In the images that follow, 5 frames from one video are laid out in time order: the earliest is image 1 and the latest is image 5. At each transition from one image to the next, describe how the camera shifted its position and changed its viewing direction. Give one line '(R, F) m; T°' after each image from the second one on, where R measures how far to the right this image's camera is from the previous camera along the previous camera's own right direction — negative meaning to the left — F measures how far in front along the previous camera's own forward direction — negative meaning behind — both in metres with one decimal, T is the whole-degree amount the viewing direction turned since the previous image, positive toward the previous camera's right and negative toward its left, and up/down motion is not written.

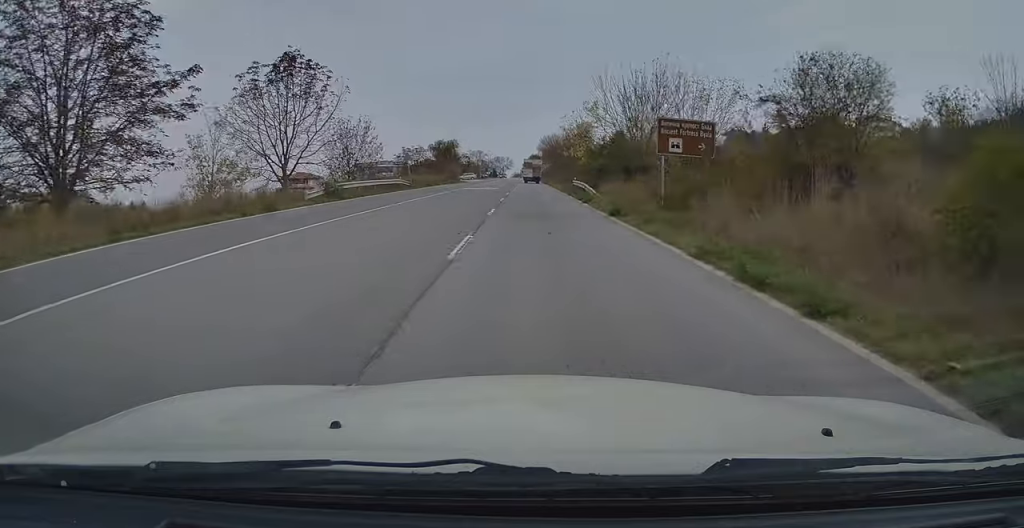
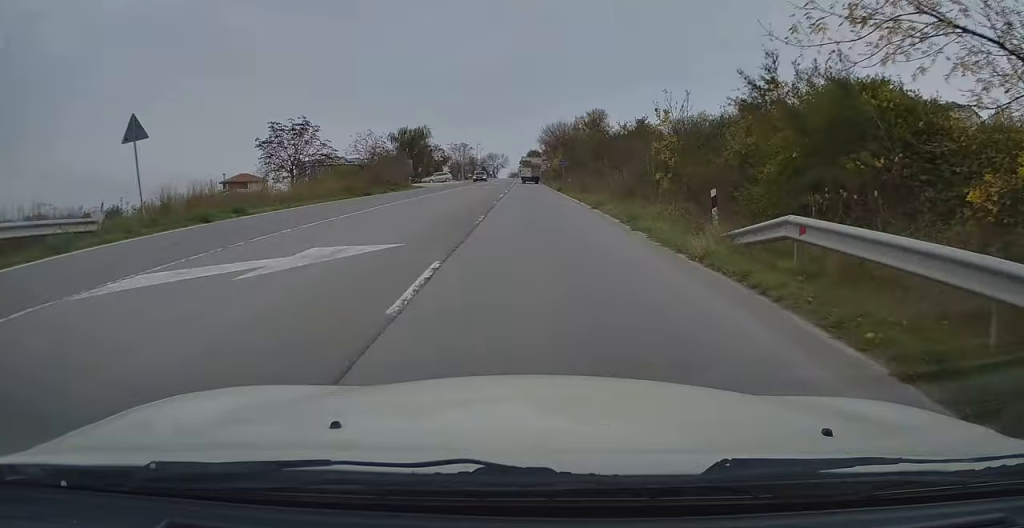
(+0.4, +40.0) m; +1°
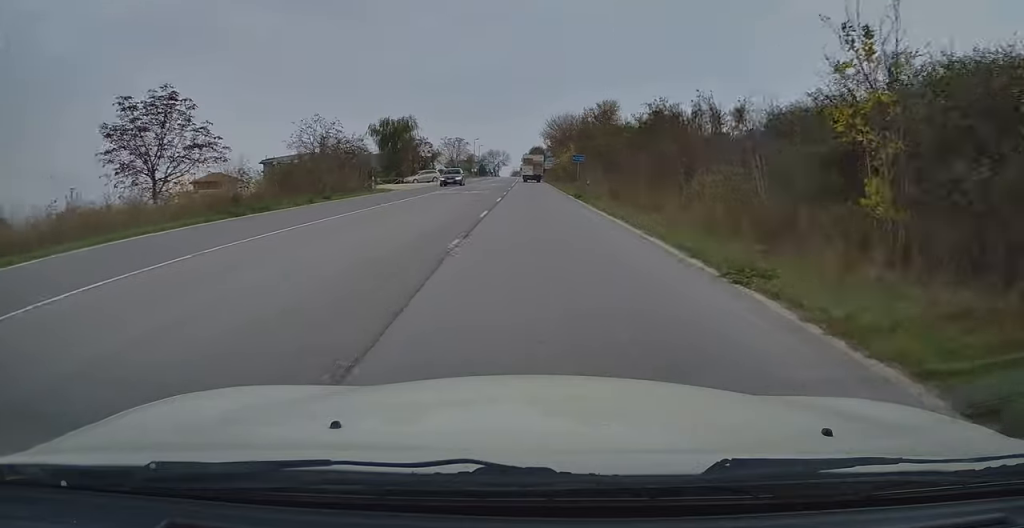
(-0.1, +15.4) m; 0°
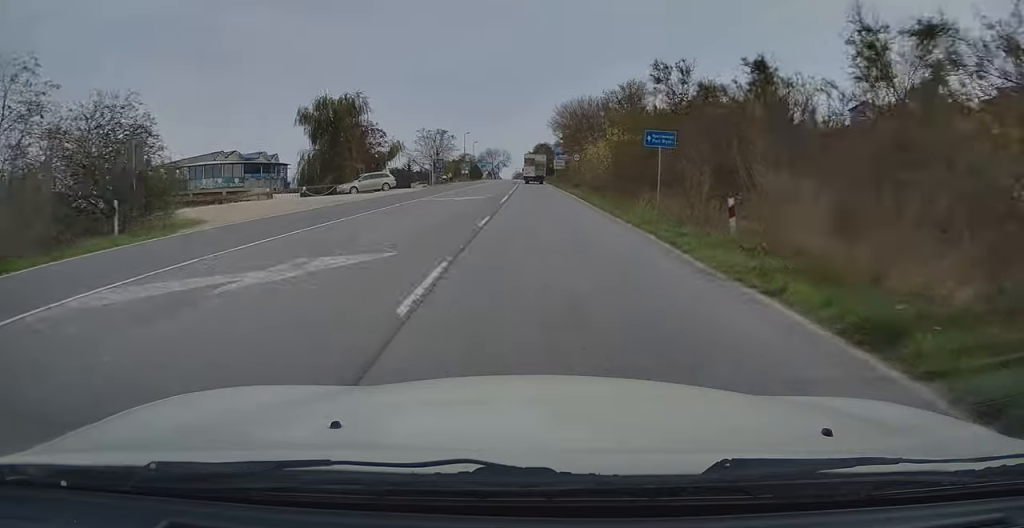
(0.0, +29.5) m; 0°
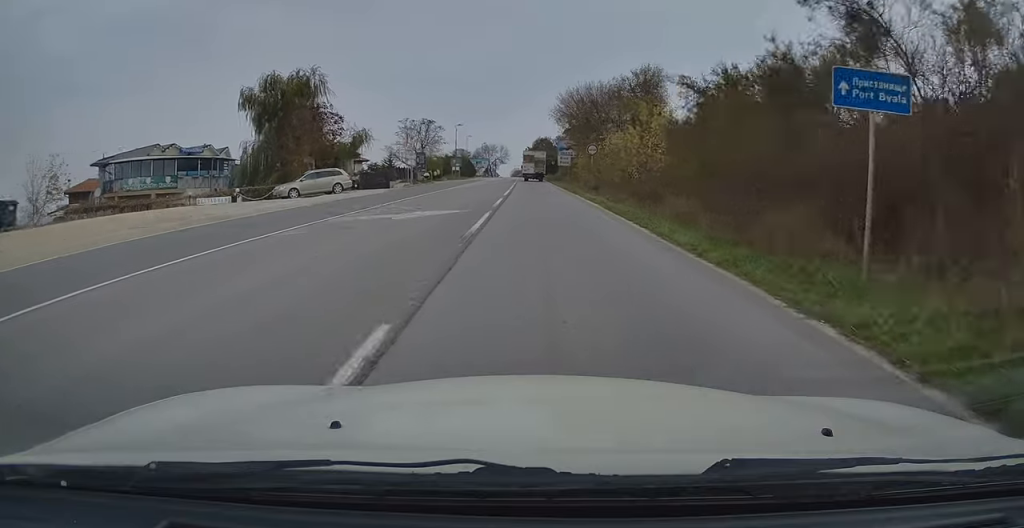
(-0.1, +12.9) m; 0°
